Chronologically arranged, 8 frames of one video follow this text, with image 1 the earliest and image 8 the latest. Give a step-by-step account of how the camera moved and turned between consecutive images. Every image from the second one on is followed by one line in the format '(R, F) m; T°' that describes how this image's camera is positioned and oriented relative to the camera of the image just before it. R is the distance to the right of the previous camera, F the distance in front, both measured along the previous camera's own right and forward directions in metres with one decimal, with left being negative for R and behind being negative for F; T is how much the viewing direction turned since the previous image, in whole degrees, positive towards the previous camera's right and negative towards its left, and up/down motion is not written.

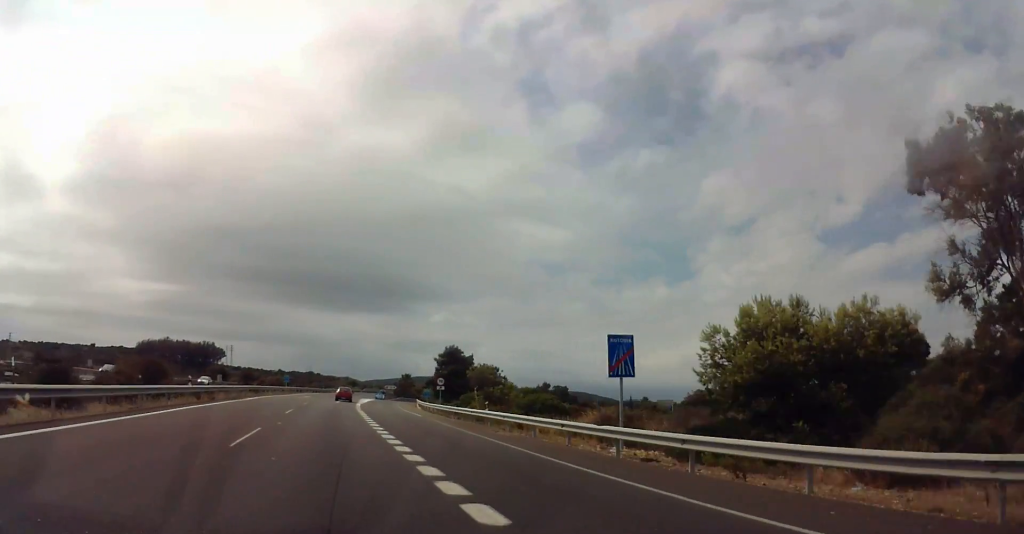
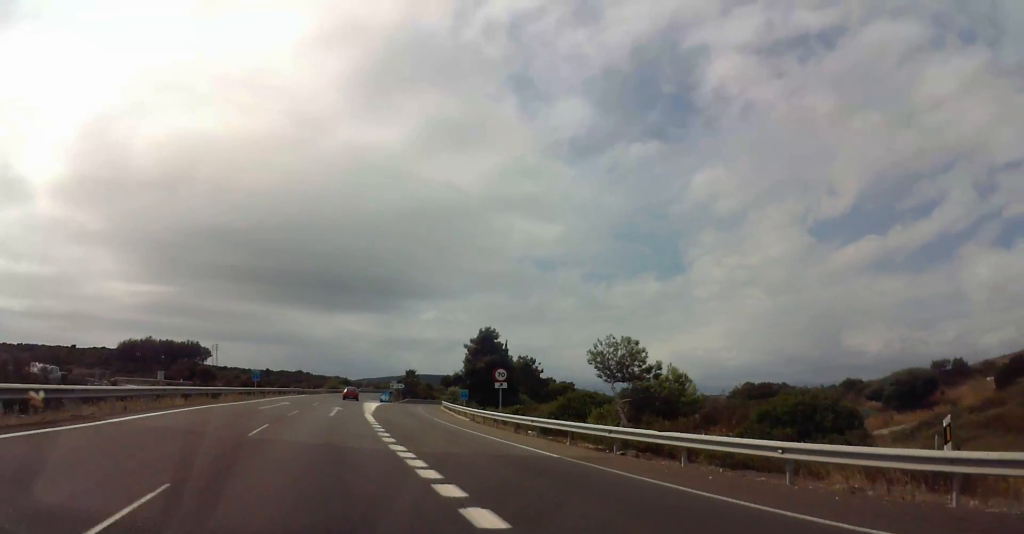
(0.0, +25.7) m; 0°
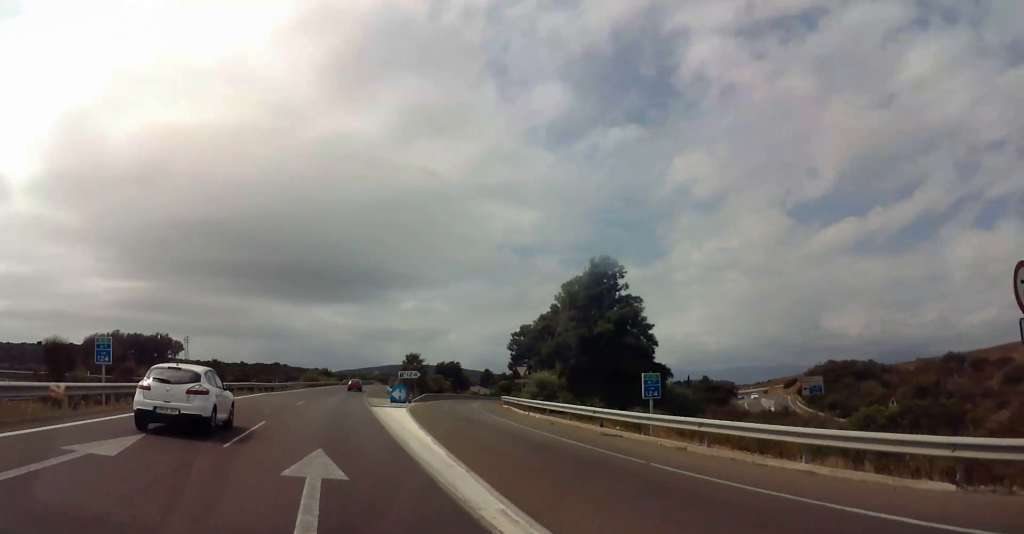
(-0.7, +36.2) m; -1°
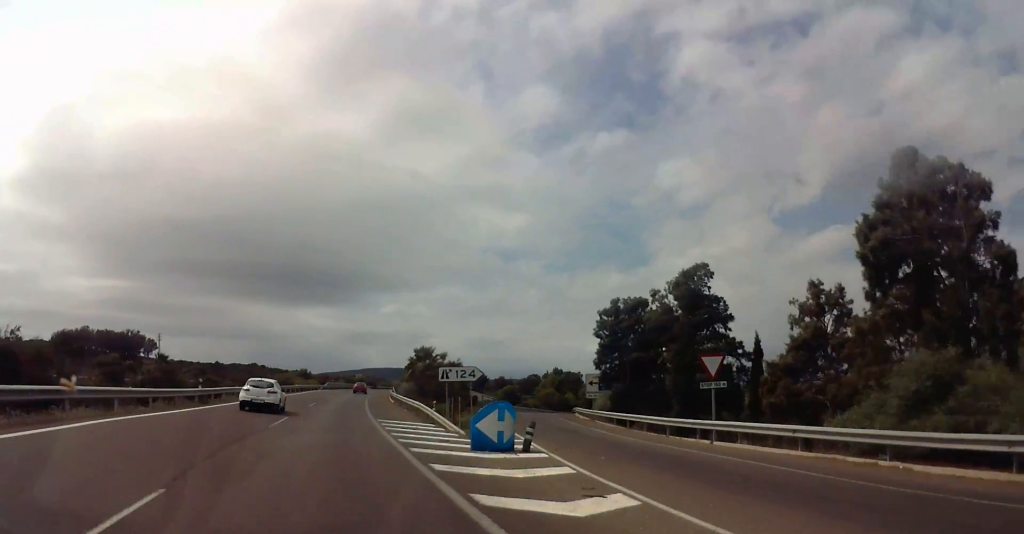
(+0.9, +31.6) m; +3°
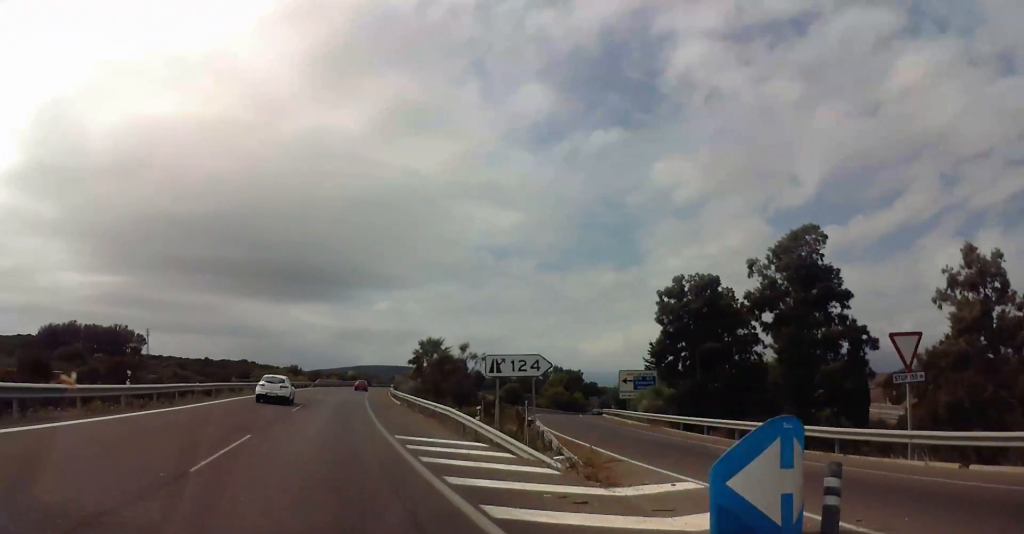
(0.0, +11.5) m; 0°
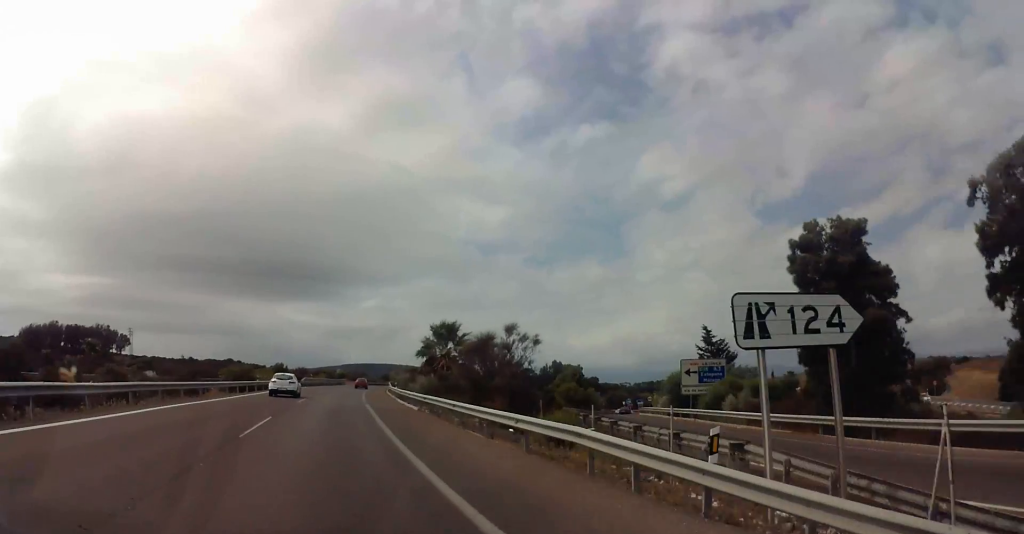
(0.0, +13.4) m; 0°
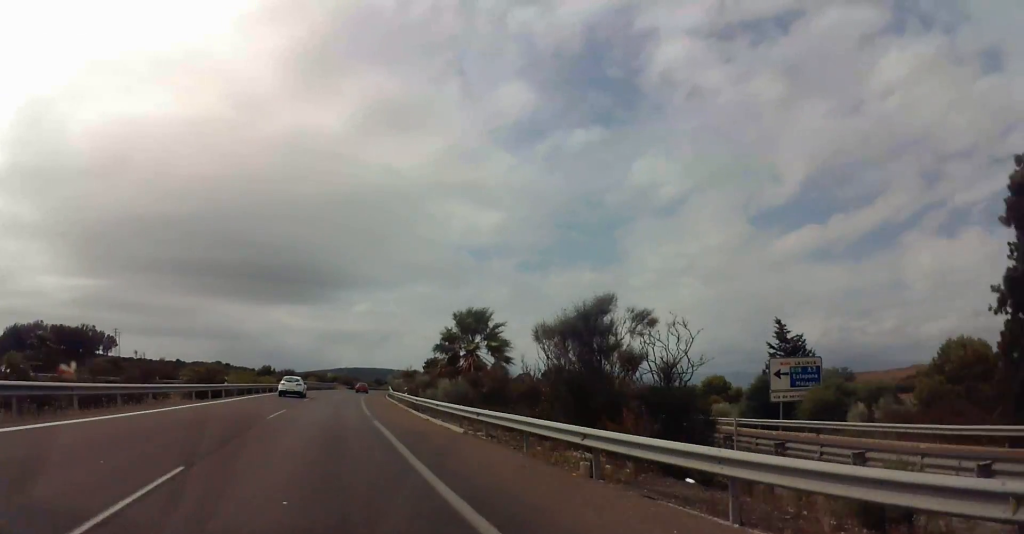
(0.0, +12.4) m; 0°
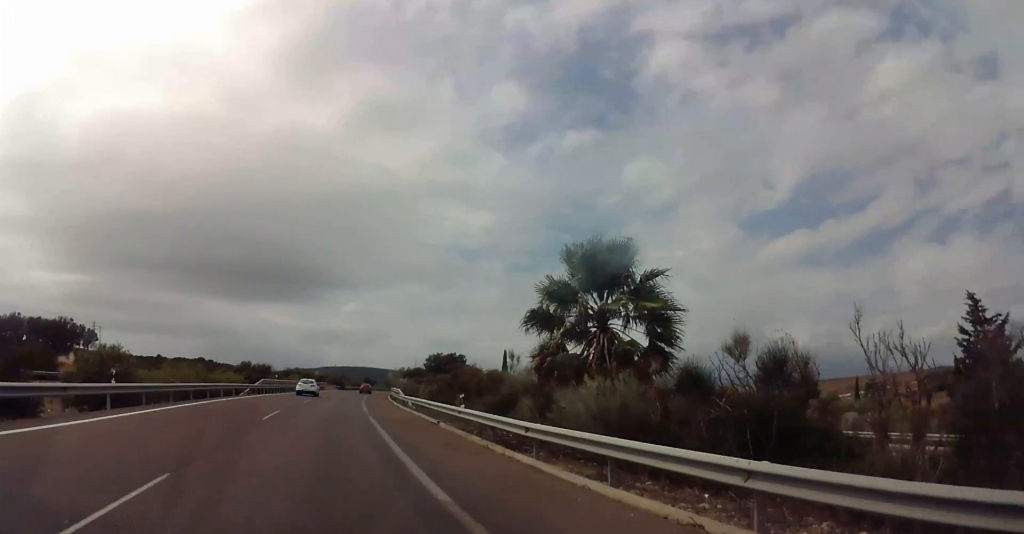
(+0.1, +21.1) m; +1°
